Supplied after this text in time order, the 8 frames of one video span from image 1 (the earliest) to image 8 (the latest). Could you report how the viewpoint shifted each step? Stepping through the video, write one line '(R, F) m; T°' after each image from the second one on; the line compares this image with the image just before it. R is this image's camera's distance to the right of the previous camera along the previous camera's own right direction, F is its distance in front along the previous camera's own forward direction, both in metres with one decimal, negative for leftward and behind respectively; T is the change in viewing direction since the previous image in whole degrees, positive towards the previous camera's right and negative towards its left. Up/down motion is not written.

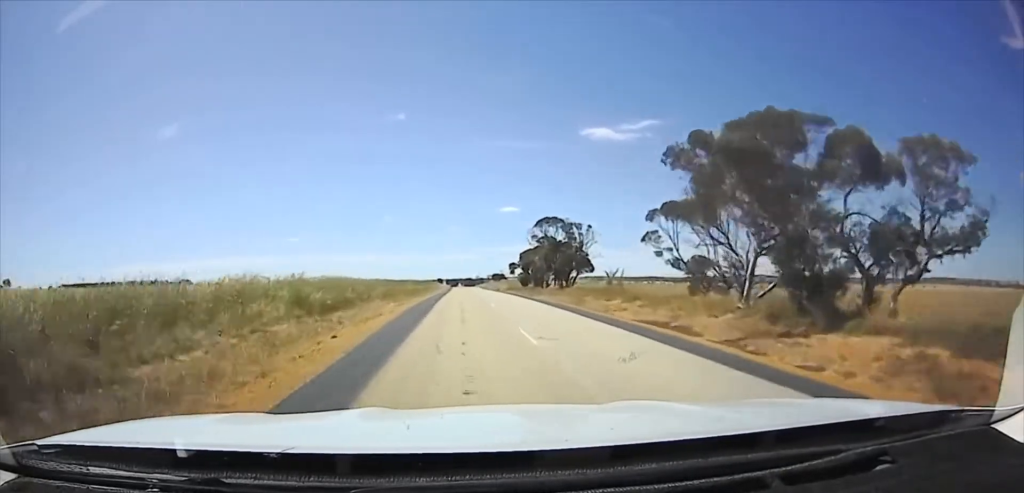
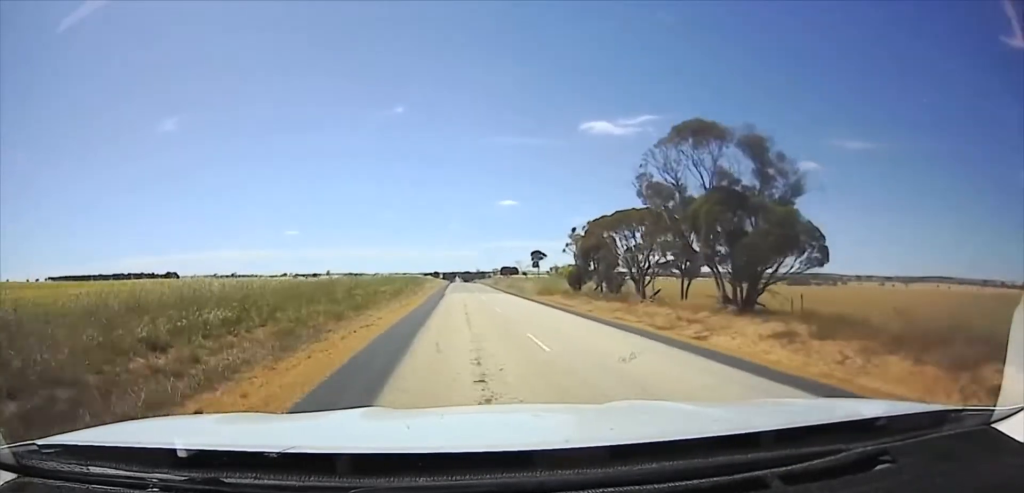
(0.0, +31.7) m; 0°
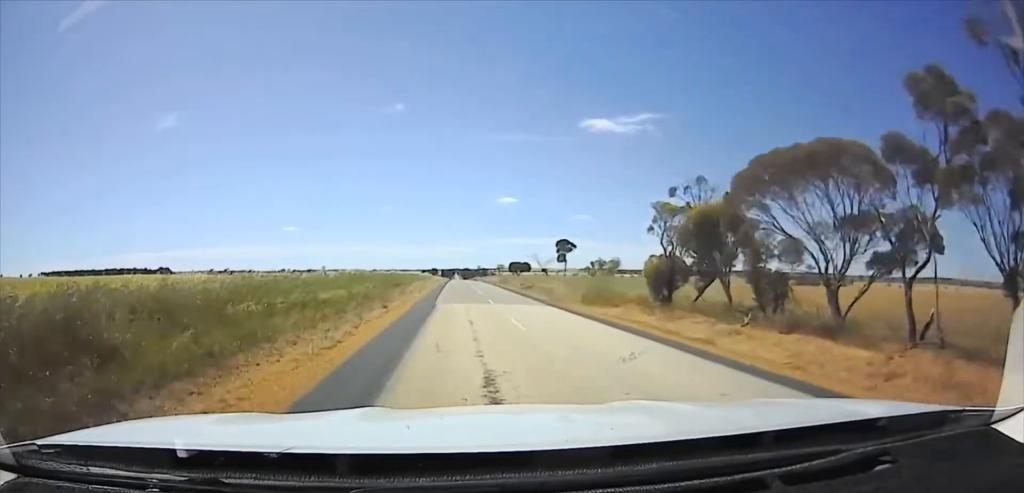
(0.0, +18.0) m; 0°
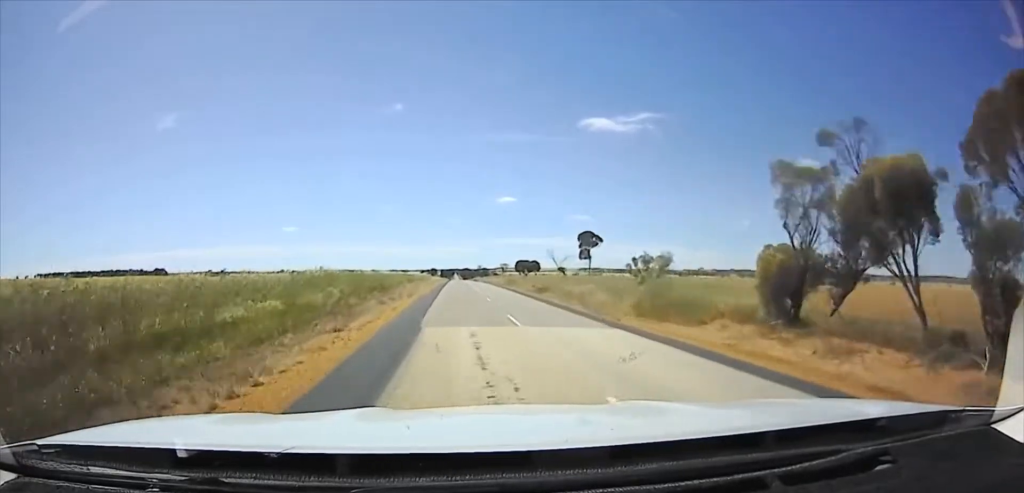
(0.0, +11.2) m; 0°
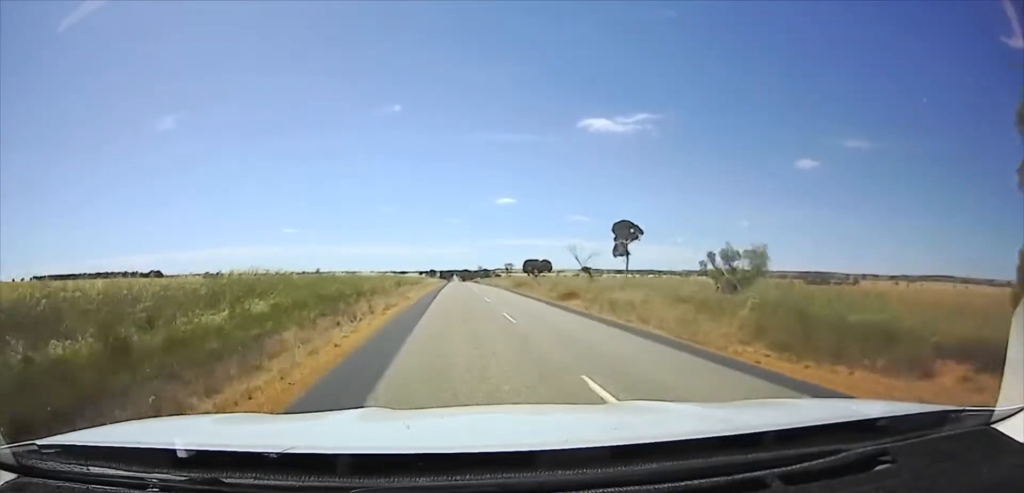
(0.0, +10.6) m; +1°
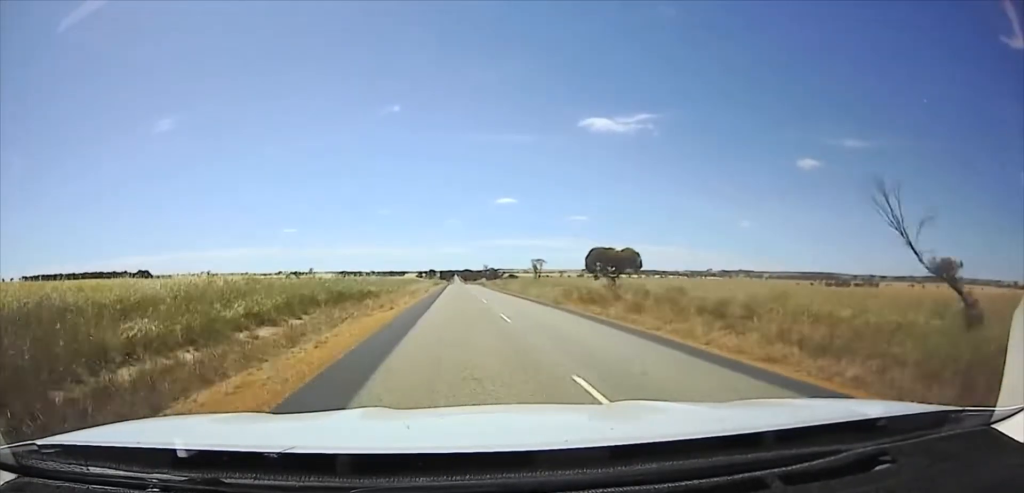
(+1.5, +34.4) m; +2°
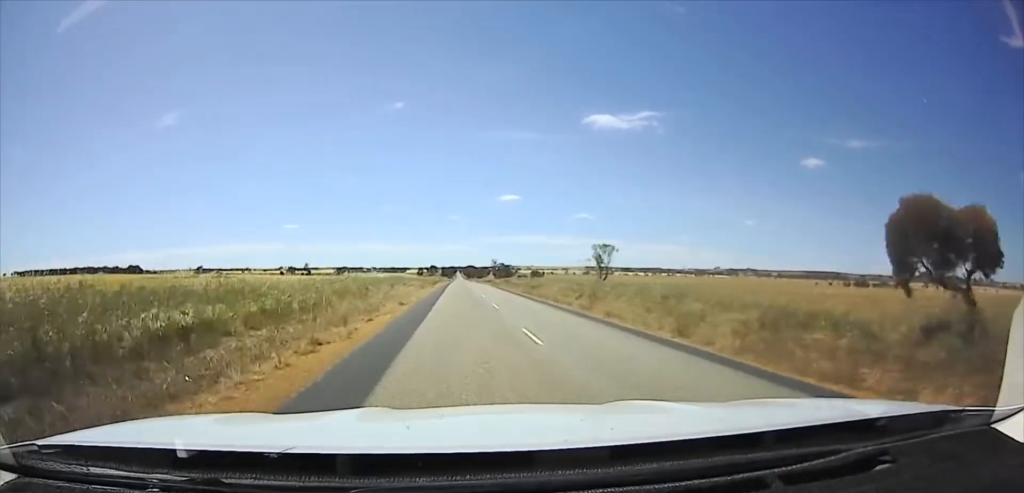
(-1.0, +28.9) m; -3°
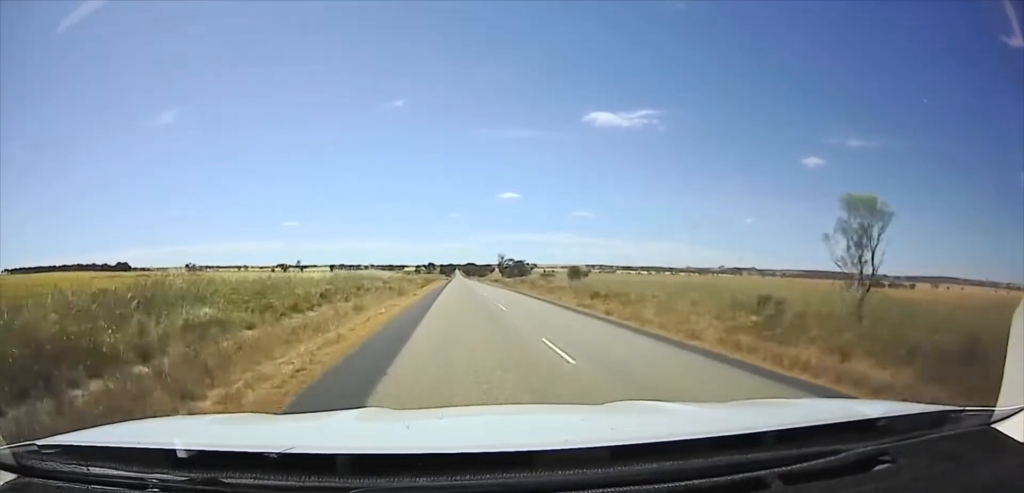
(-0.2, +28.5) m; 0°
